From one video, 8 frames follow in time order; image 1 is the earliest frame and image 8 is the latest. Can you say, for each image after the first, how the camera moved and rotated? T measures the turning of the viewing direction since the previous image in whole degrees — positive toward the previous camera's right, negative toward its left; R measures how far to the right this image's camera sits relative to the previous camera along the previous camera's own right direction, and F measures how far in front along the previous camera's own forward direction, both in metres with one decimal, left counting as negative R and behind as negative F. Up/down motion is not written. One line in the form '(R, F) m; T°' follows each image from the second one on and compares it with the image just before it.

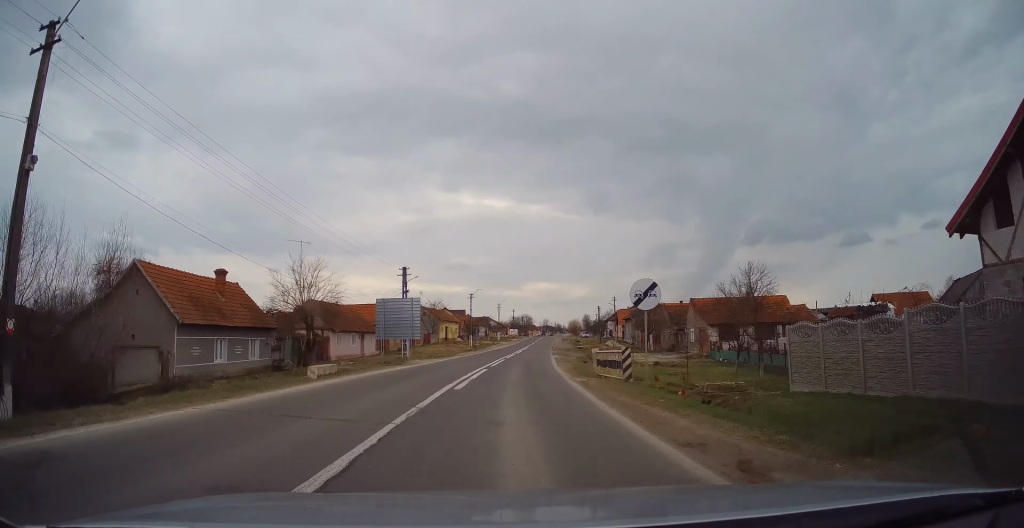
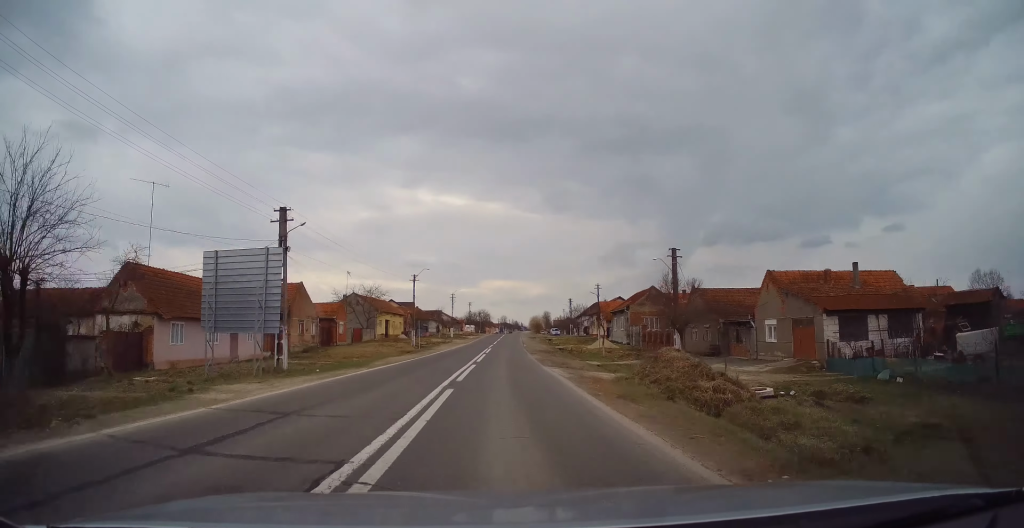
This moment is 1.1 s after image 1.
(+0.6, +21.2) m; +3°
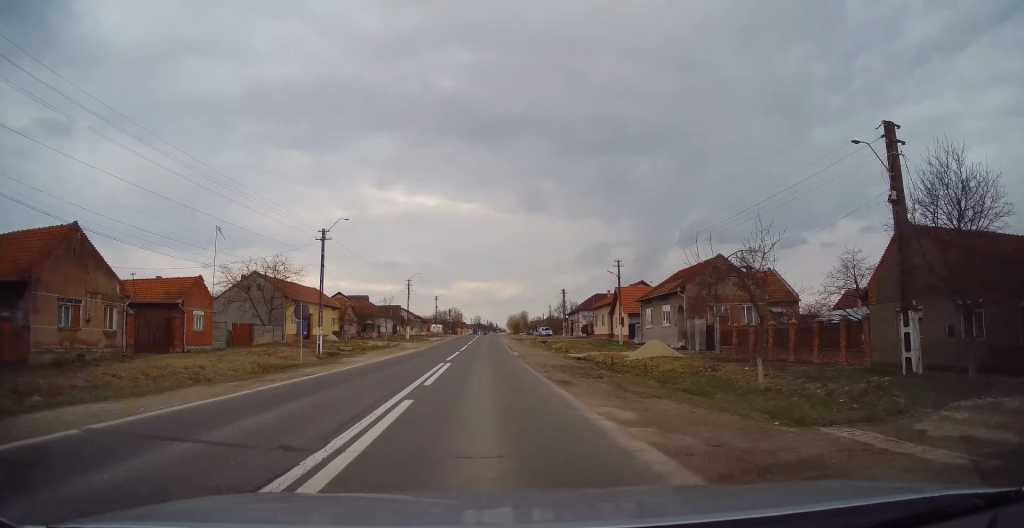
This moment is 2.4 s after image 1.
(+0.7, +26.8) m; +3°
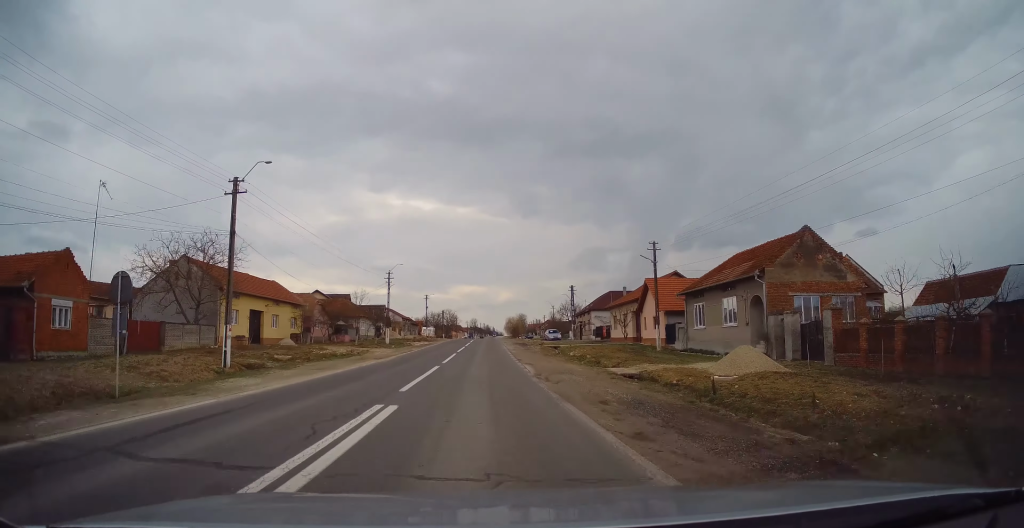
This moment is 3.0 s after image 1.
(+0.1, +12.7) m; 0°
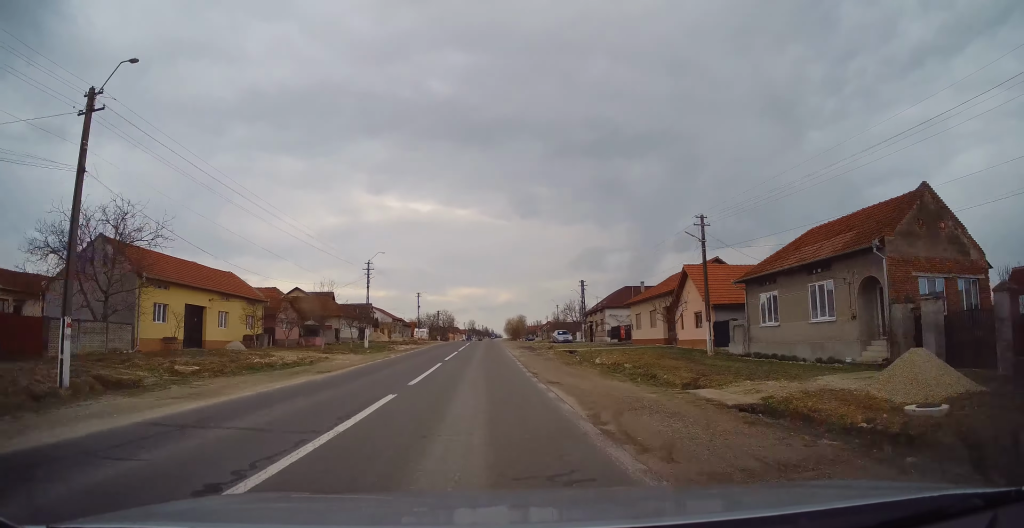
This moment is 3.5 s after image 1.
(+0.1, +10.1) m; 0°
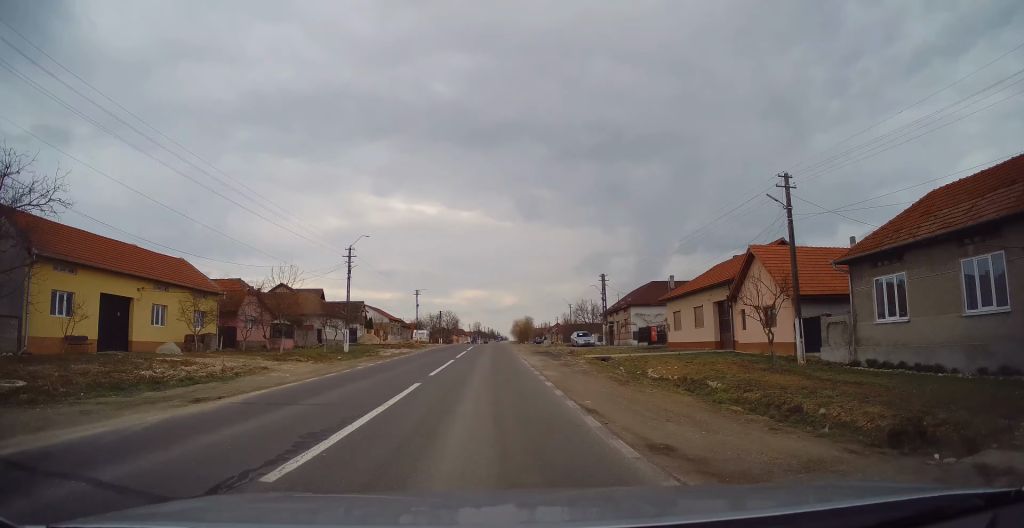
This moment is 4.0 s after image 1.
(0.0, +9.3) m; 0°
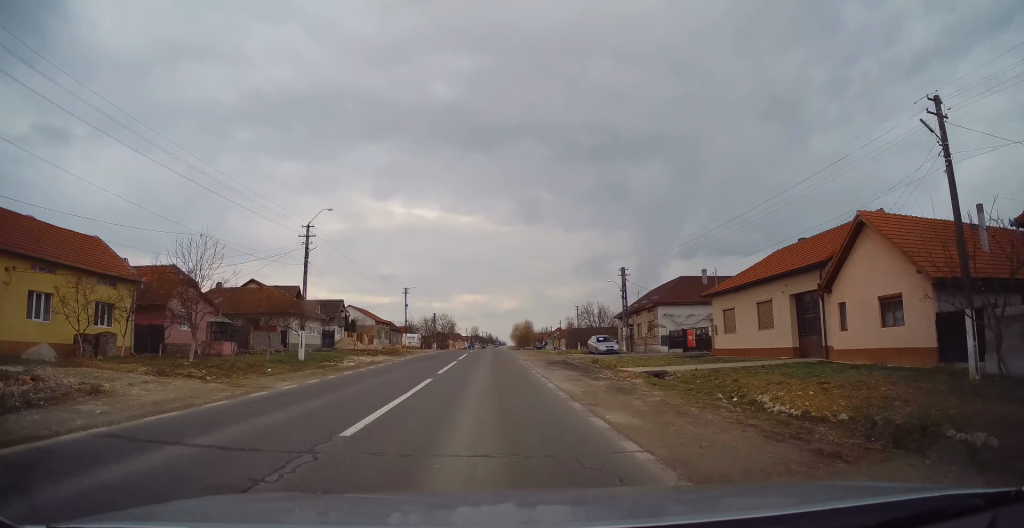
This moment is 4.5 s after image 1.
(0.0, +10.0) m; 0°
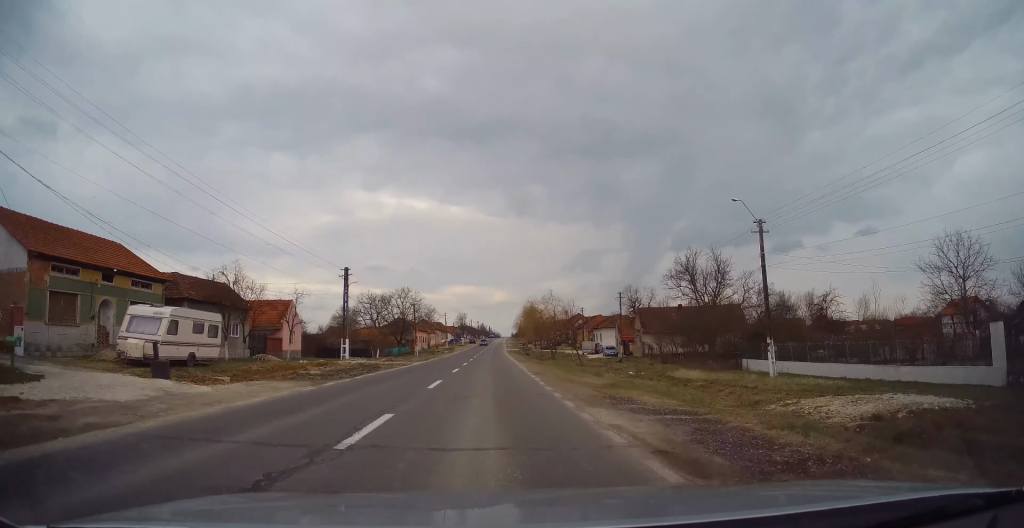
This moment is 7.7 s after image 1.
(+0.6, +66.1) m; +1°
